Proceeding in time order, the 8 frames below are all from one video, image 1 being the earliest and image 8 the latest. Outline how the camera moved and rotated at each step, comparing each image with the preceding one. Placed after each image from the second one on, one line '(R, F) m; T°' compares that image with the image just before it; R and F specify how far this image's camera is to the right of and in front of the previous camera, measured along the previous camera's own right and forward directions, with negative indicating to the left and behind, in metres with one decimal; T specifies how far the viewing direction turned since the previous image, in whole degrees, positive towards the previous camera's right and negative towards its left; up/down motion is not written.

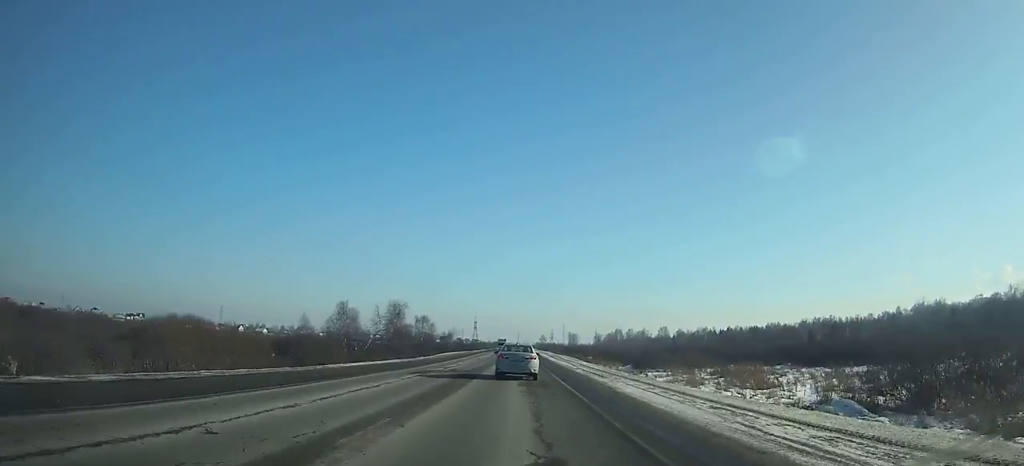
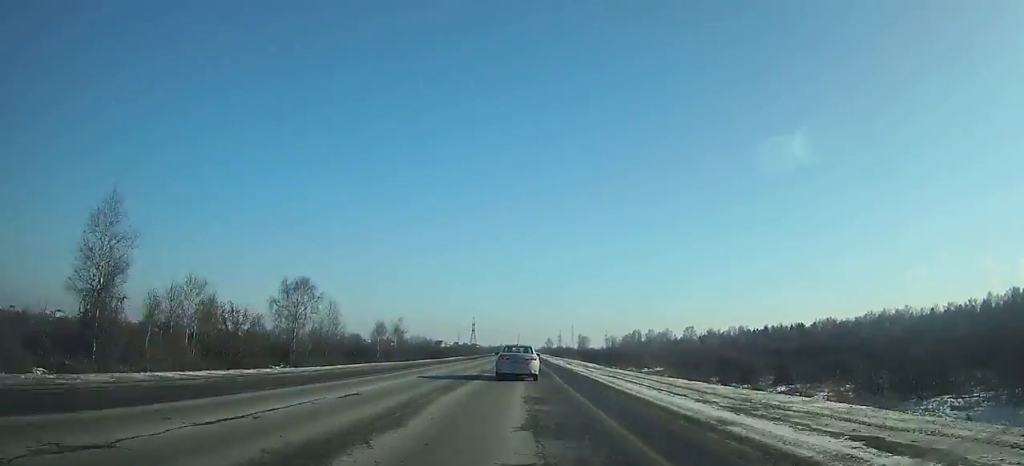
(-0.3, +76.9) m; 0°
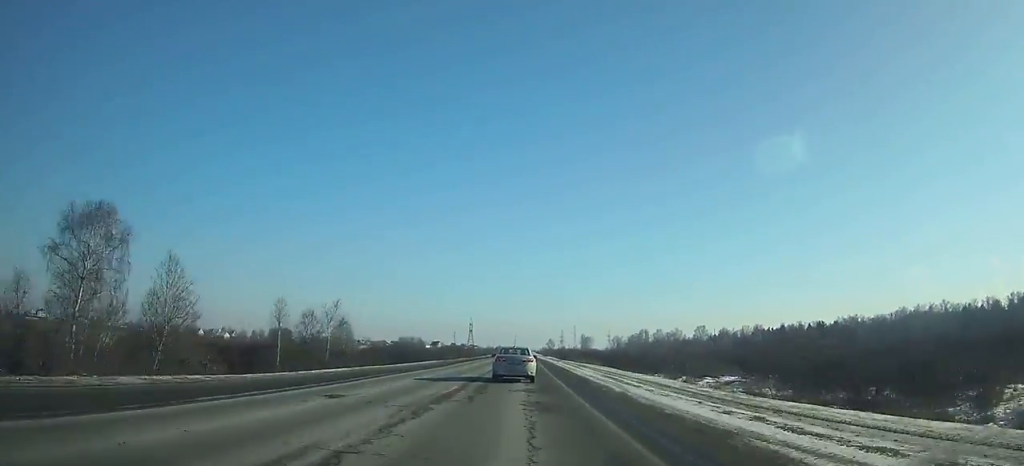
(0.0, +30.9) m; 0°
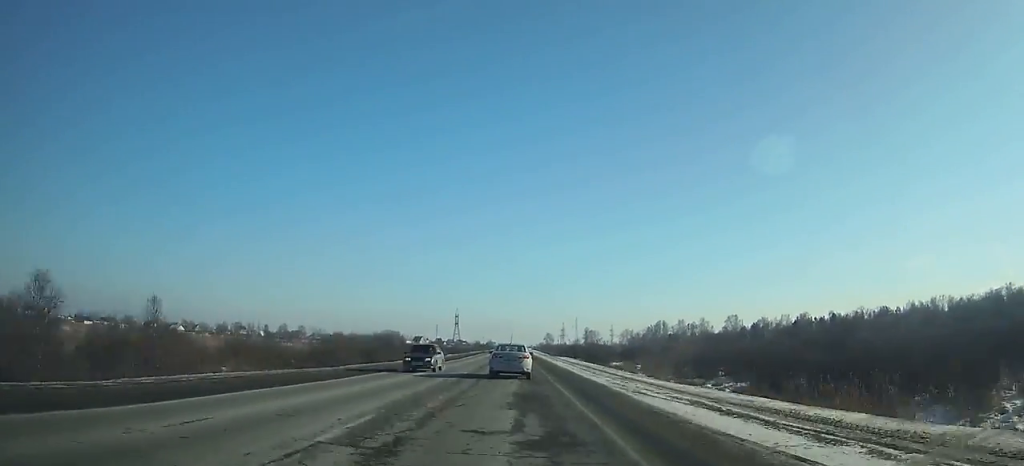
(+0.6, +82.2) m; 0°
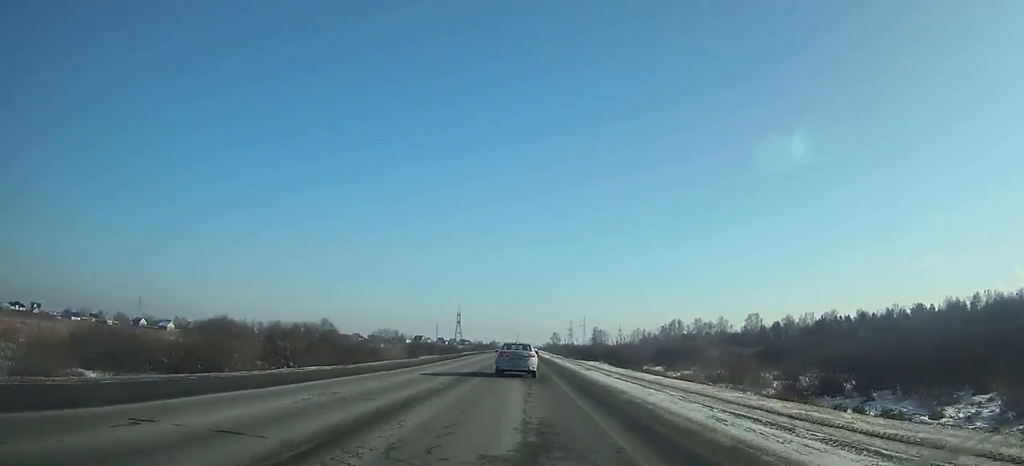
(0.0, +27.6) m; 0°
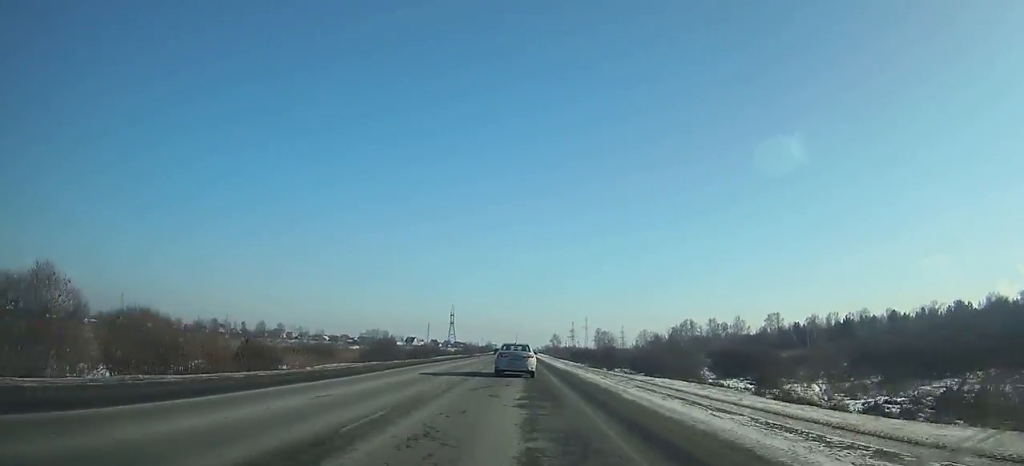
(0.0, +32.3) m; 0°
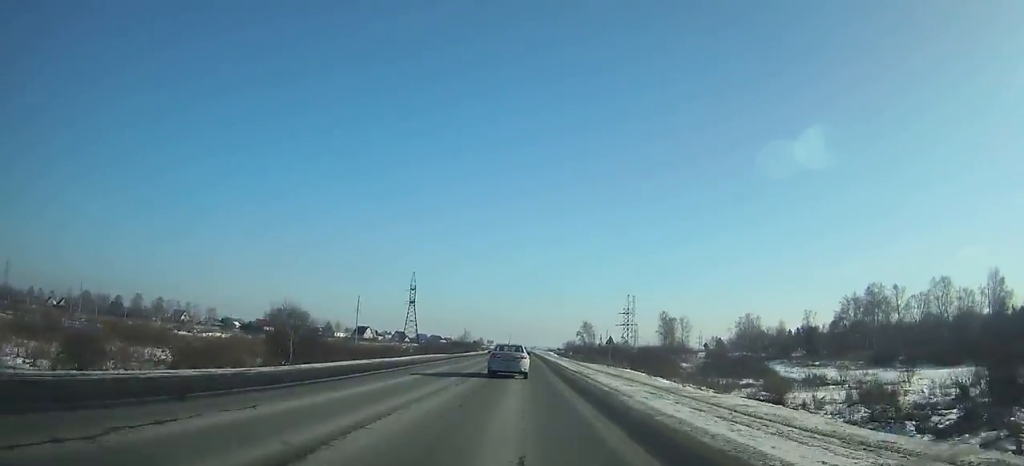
(-0.7, +190.8) m; 0°
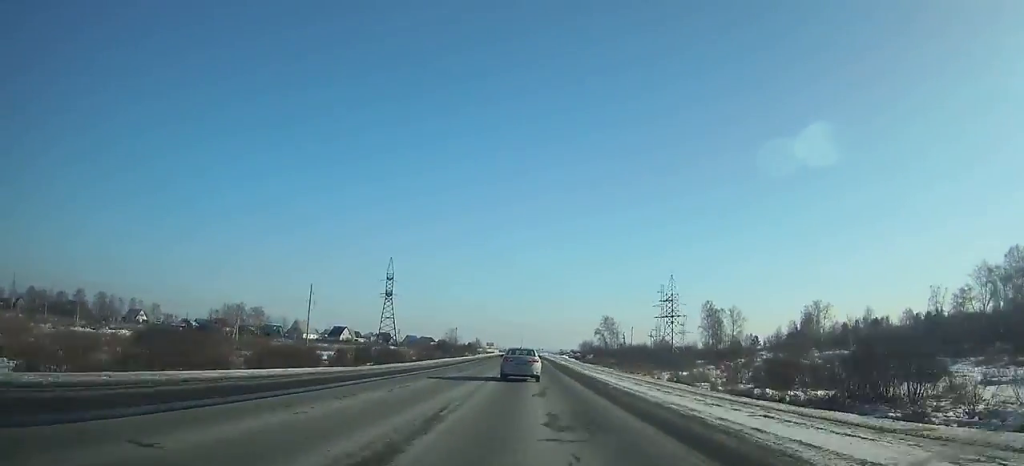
(-0.1, +56.1) m; 0°
